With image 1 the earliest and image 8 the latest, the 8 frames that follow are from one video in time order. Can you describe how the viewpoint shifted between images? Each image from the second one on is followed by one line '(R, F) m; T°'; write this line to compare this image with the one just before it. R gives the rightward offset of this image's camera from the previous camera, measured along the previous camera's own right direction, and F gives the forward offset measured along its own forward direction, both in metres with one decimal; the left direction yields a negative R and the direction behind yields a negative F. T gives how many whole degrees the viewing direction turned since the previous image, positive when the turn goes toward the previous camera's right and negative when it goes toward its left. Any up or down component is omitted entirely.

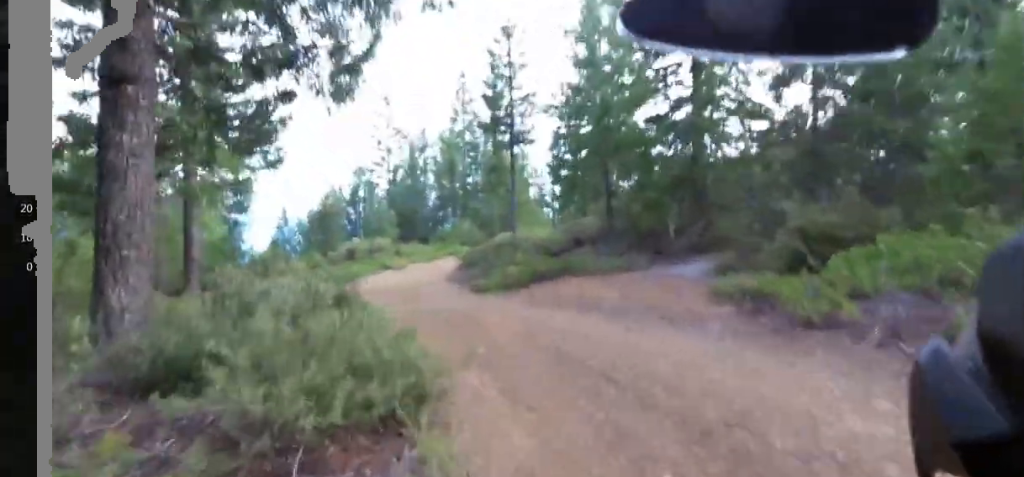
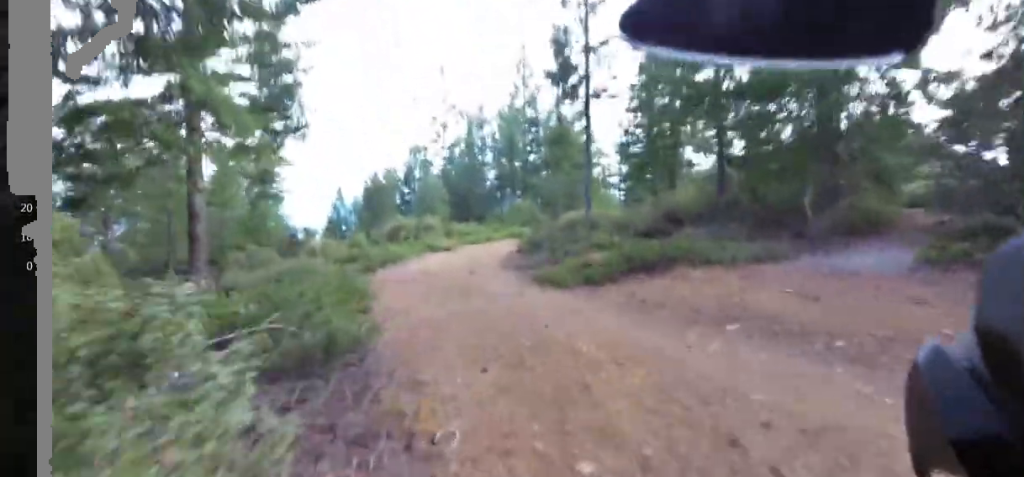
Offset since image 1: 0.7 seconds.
(0.0, +4.0) m; 0°
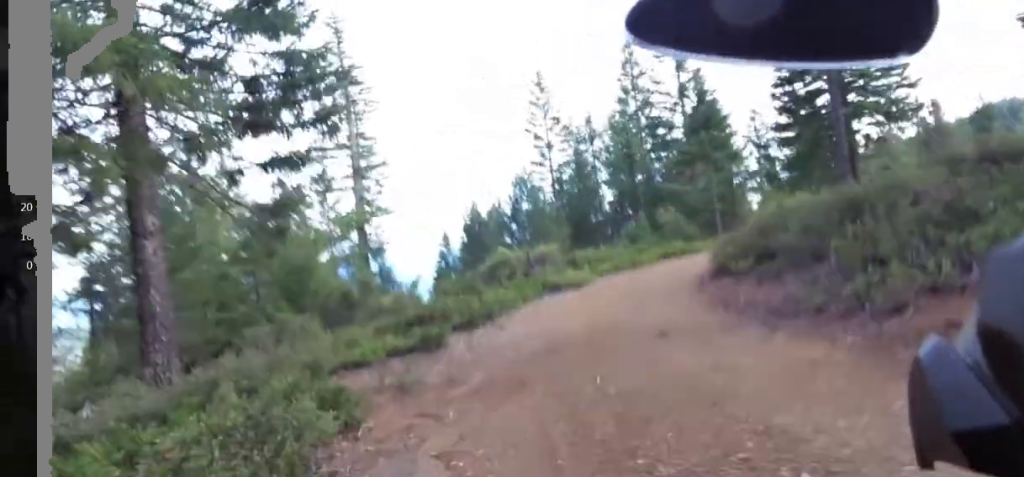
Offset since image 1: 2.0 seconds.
(0.0, +8.0) m; +16°
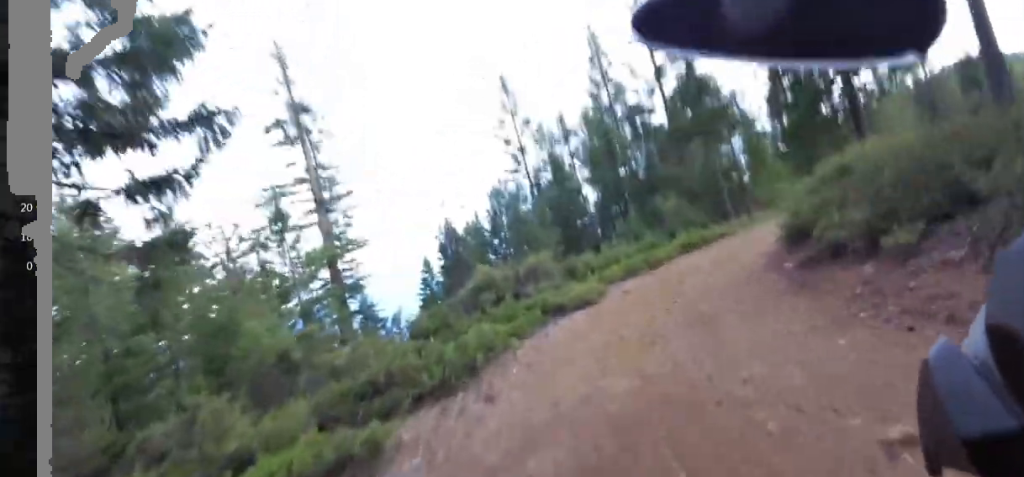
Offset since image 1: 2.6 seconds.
(+1.0, +3.5) m; +12°
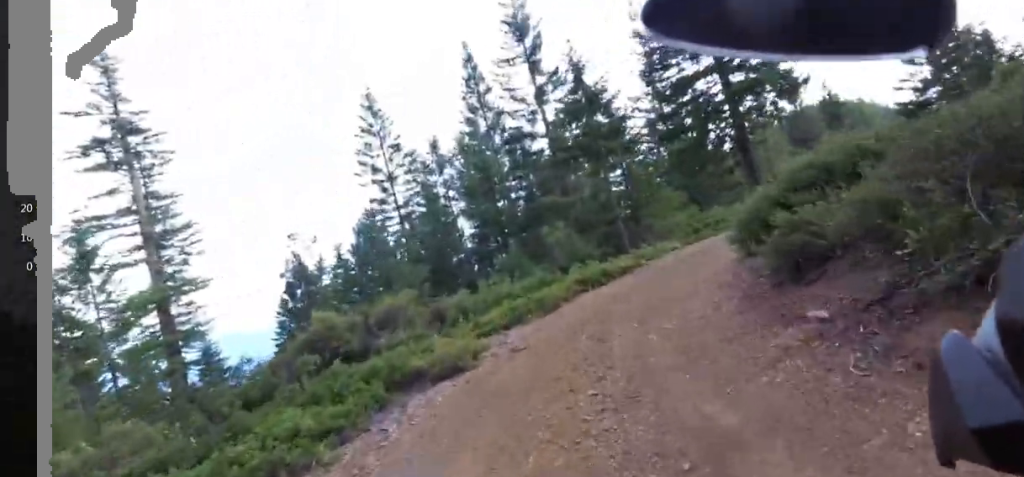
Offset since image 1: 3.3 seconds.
(+0.4, +3.6) m; +8°
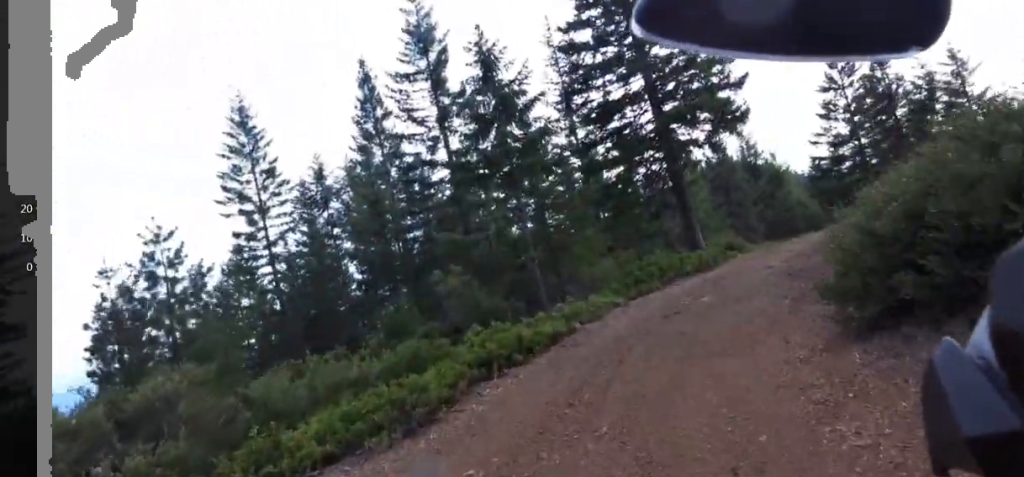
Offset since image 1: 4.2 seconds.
(+0.1, +5.1) m; +4°
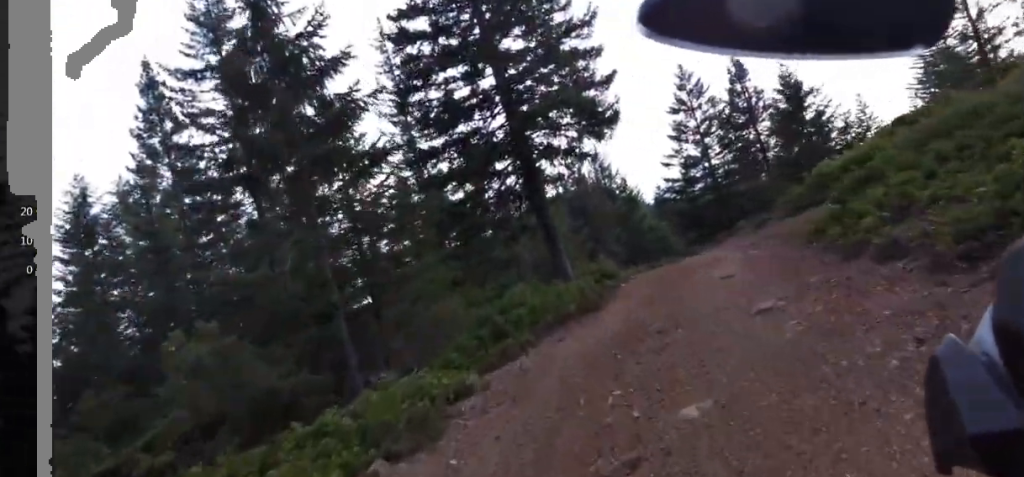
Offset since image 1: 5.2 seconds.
(+0.2, +5.3) m; +9°
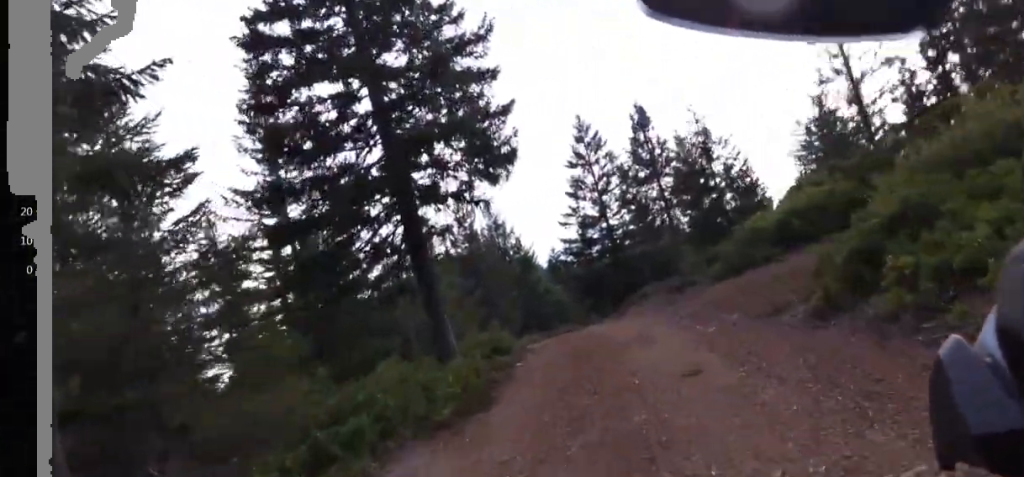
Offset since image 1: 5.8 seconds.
(+0.4, +3.4) m; +3°
